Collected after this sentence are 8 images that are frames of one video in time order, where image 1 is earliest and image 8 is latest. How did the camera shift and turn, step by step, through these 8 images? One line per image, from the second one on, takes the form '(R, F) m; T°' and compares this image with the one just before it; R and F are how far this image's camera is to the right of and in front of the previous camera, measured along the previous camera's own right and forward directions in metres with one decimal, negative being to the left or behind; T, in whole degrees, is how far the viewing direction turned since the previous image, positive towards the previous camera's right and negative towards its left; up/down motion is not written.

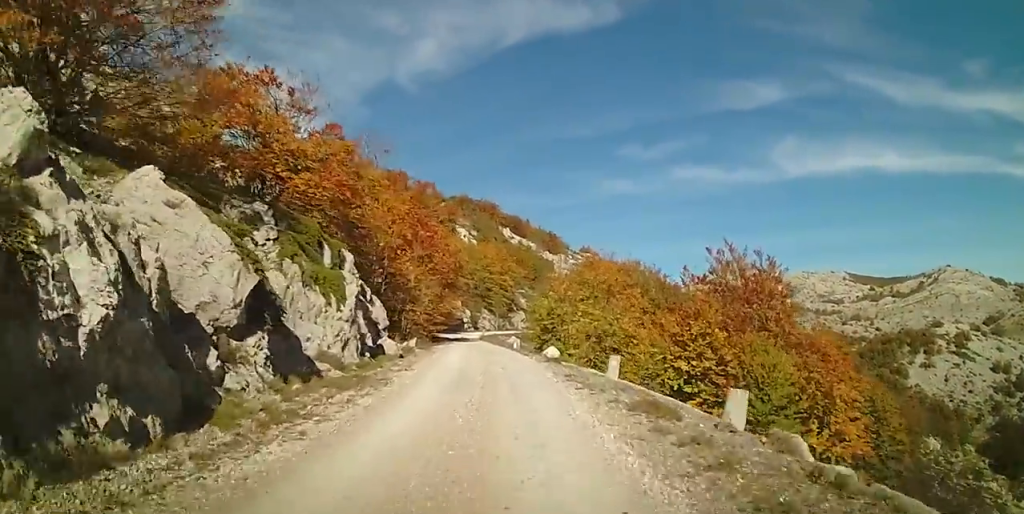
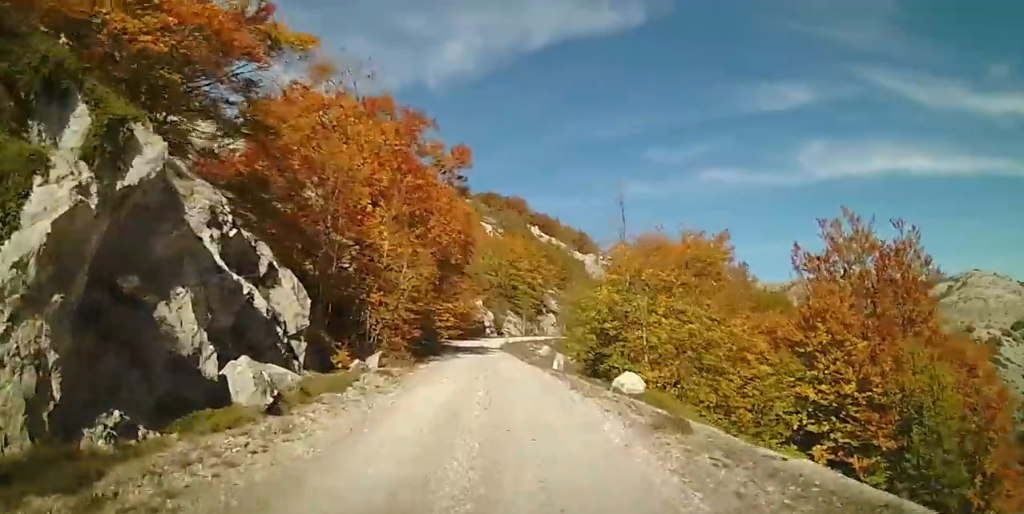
(0.0, +12.0) m; 0°
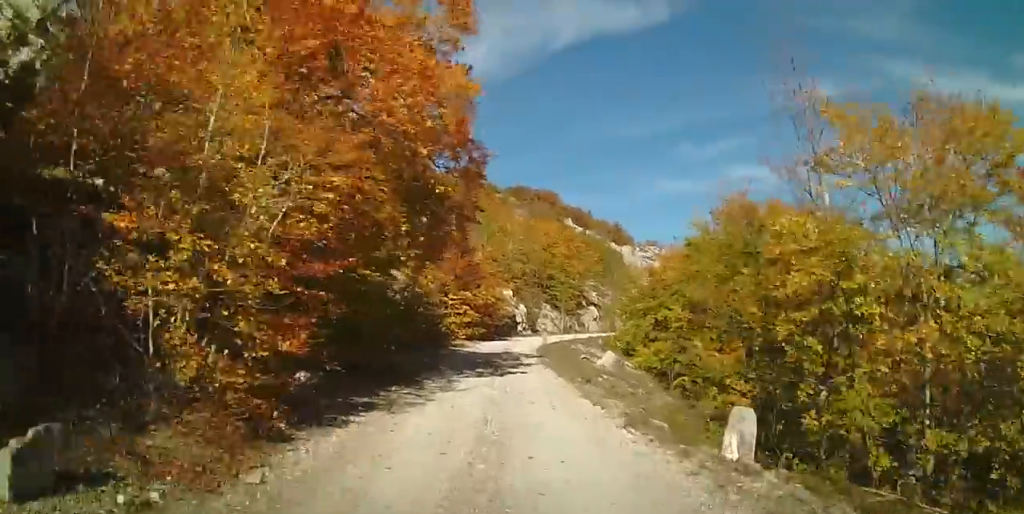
(0.0, +12.4) m; 0°
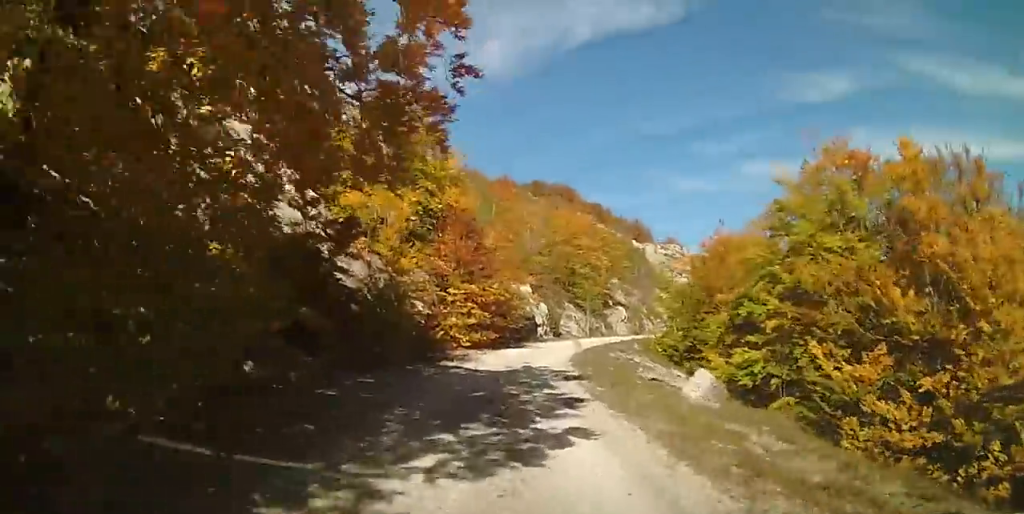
(0.0, +9.1) m; -2°
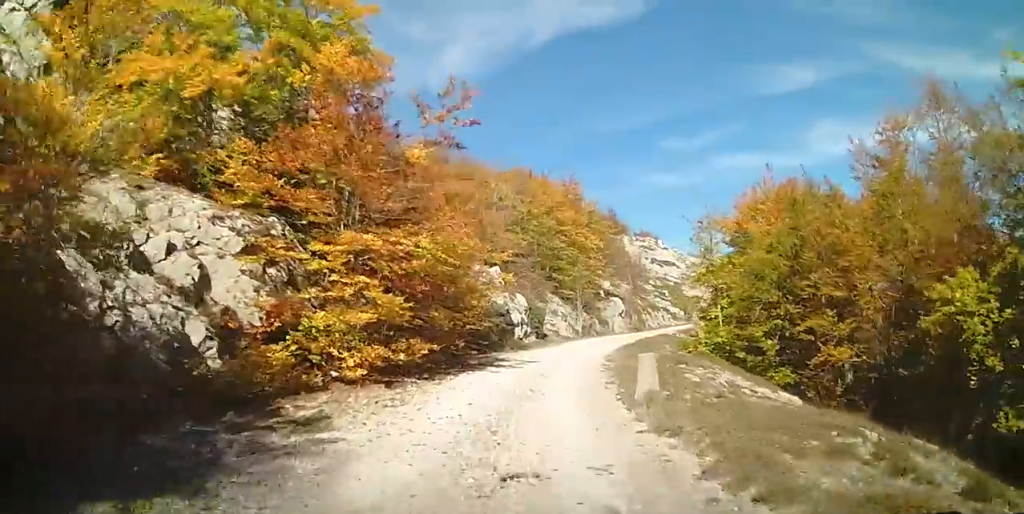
(-0.5, +15.9) m; +1°
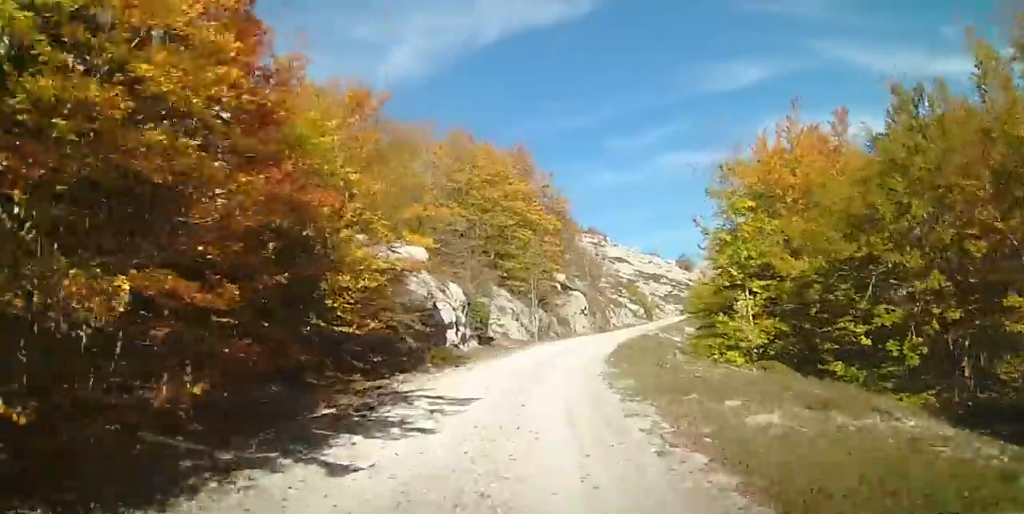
(+0.6, +10.3) m; +6°
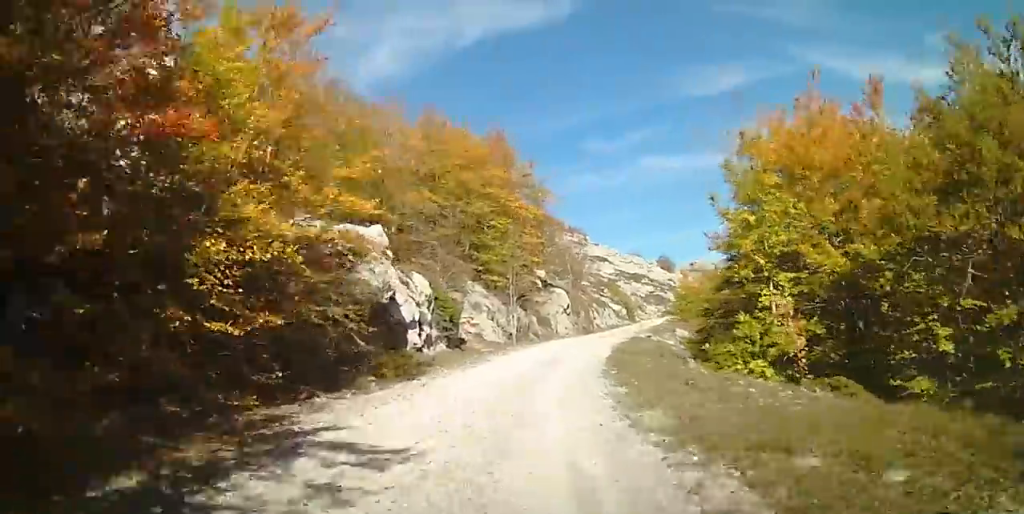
(+0.1, +3.8) m; +2°
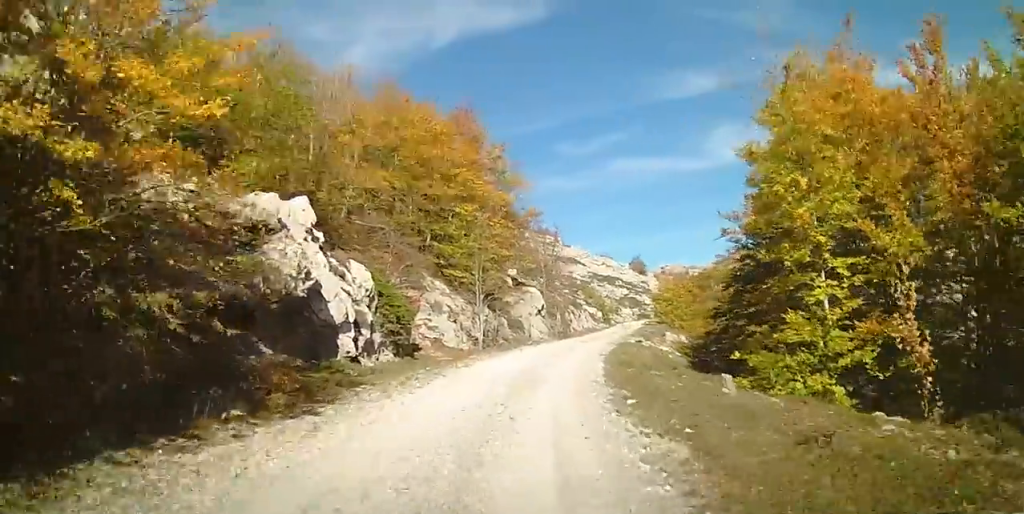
(0.0, +4.8) m; +3°
